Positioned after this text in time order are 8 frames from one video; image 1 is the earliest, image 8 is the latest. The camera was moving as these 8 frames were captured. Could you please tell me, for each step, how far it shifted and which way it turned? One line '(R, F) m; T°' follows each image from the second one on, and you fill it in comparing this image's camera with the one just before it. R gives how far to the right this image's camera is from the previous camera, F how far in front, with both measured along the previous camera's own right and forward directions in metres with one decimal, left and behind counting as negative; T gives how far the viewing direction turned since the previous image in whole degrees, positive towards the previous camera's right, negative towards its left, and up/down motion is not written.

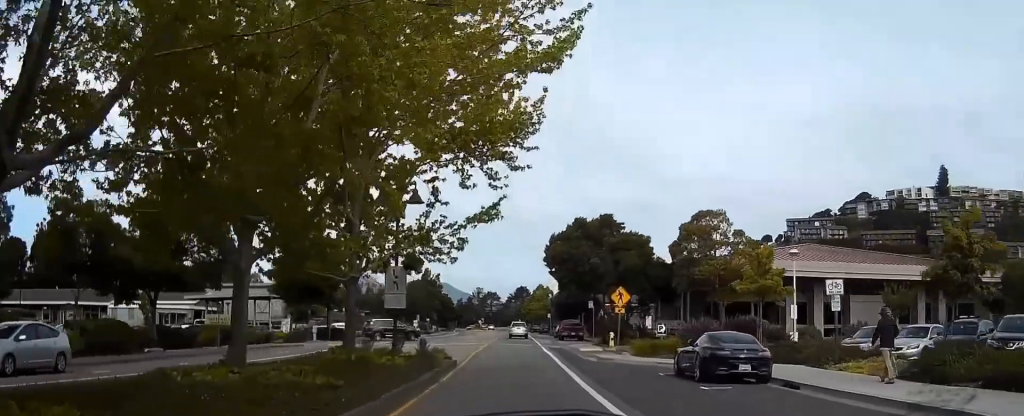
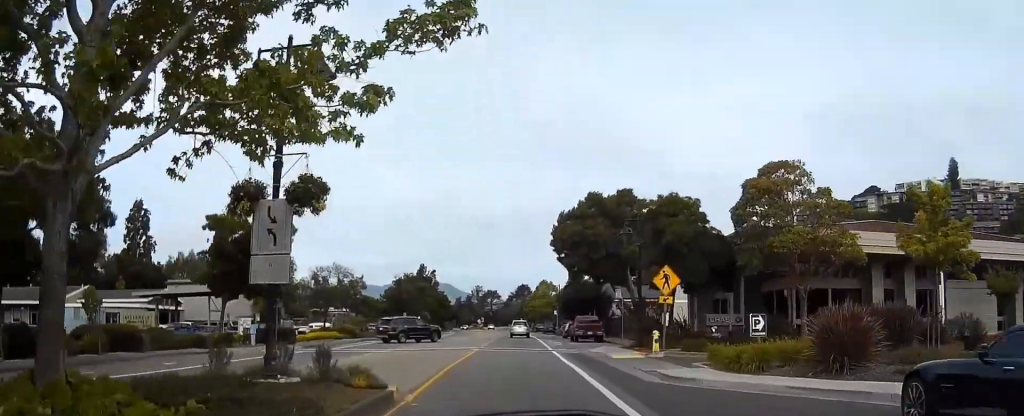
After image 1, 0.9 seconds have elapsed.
(-0.1, +13.2) m; 0°
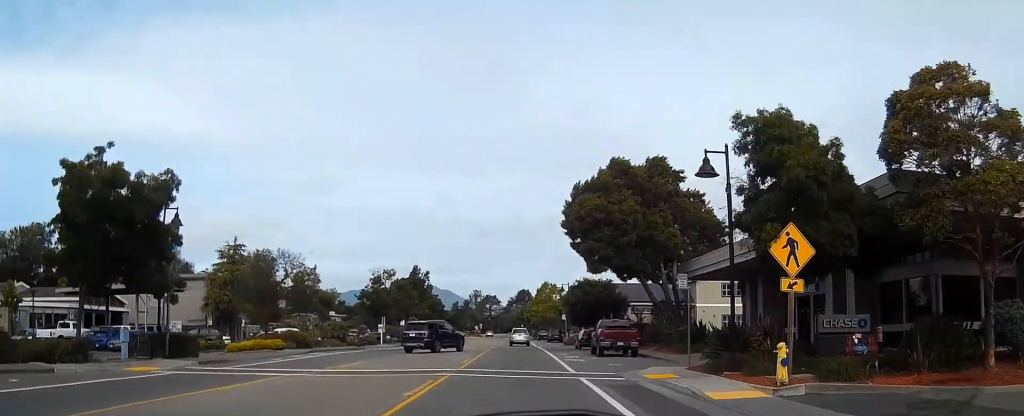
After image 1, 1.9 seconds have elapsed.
(-0.1, +14.6) m; -1°
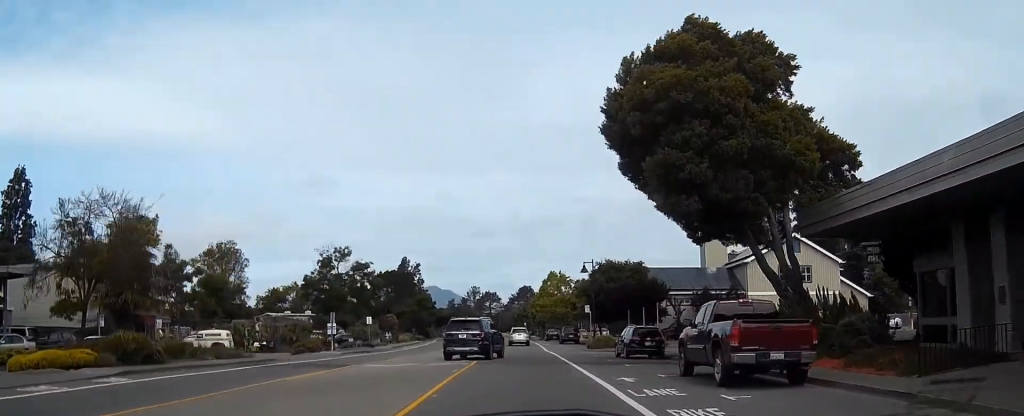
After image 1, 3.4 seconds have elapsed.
(-0.3, +22.0) m; -1°
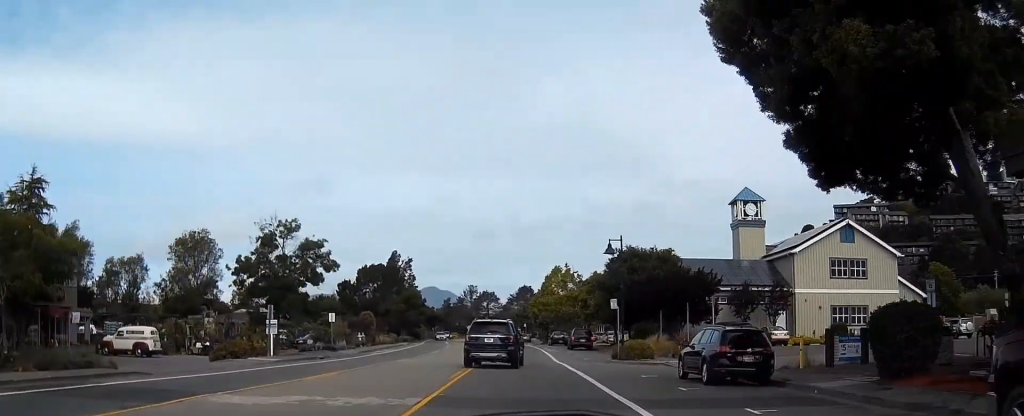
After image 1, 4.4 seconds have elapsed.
(+0.1, +13.9) m; +1°
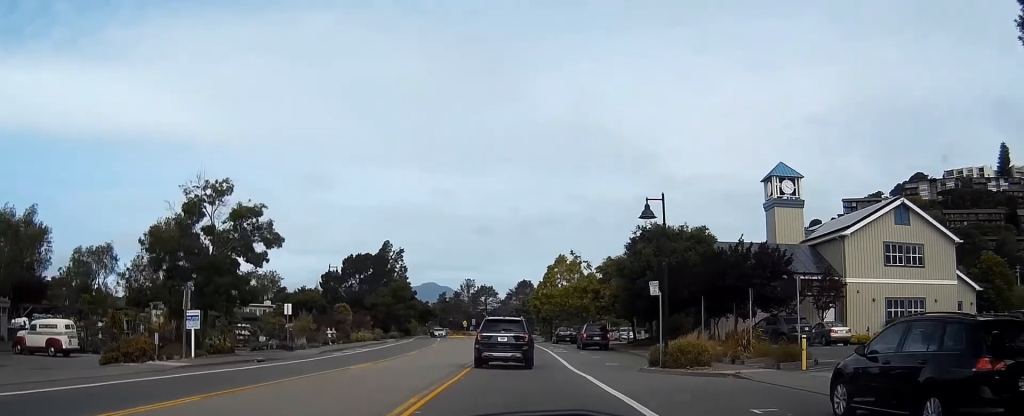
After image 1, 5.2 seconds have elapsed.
(+0.1, +10.9) m; 0°
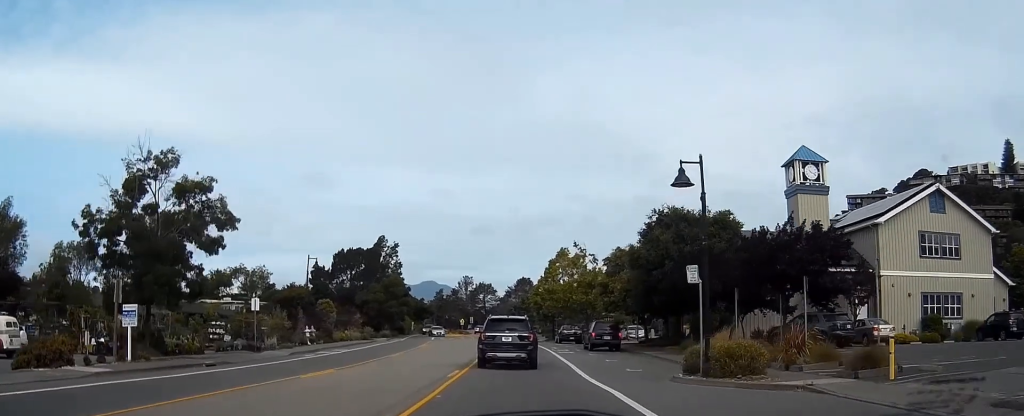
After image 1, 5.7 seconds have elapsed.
(0.0, +5.8) m; 0°
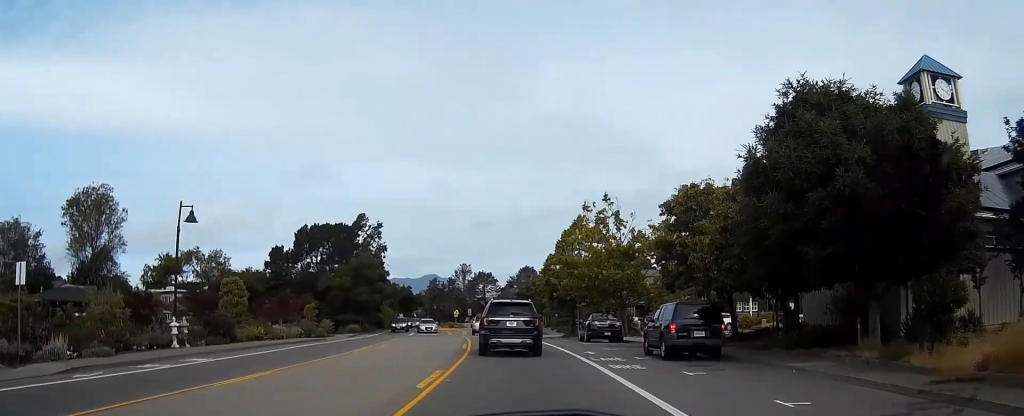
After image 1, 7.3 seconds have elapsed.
(-0.3, +21.5) m; -1°
